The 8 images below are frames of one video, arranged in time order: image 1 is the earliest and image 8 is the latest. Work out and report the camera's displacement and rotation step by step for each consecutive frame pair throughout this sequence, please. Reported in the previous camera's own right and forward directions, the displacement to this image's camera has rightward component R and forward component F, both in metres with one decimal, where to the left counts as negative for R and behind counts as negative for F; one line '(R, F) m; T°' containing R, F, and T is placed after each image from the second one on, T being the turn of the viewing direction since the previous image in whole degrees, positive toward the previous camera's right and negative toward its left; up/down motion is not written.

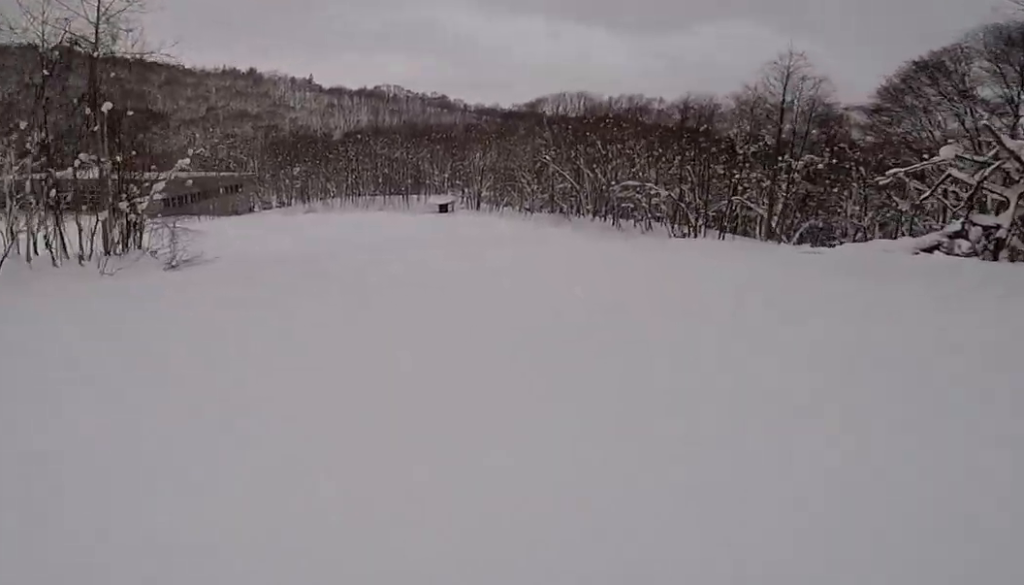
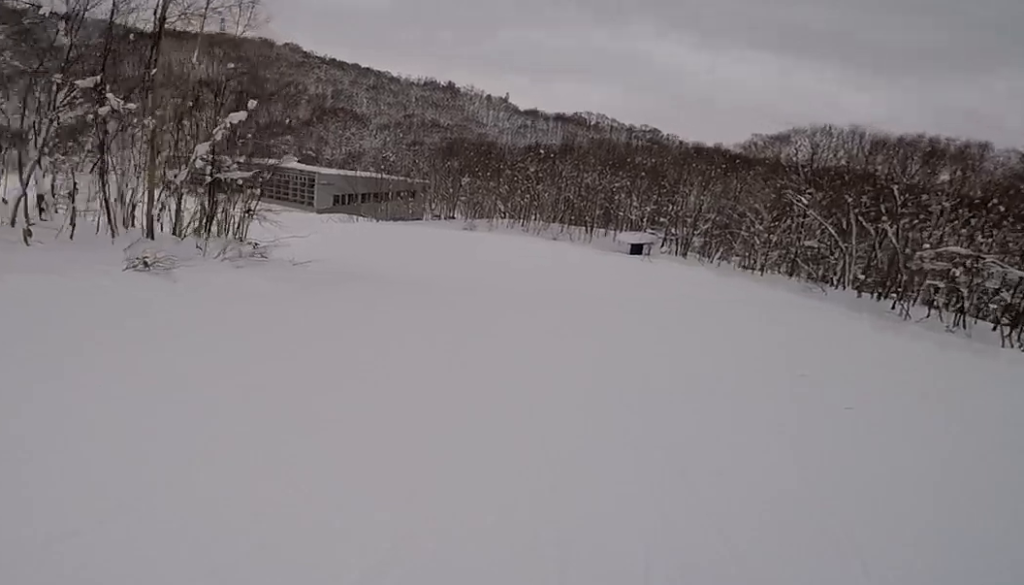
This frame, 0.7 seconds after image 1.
(-1.7, +8.2) m; -7°
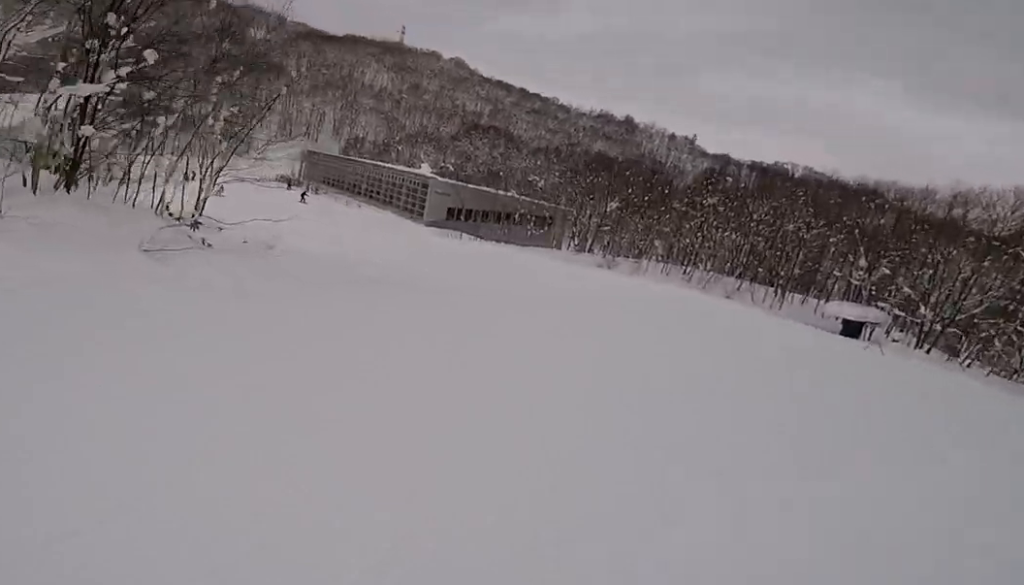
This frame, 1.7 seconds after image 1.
(-0.1, +11.4) m; -13°
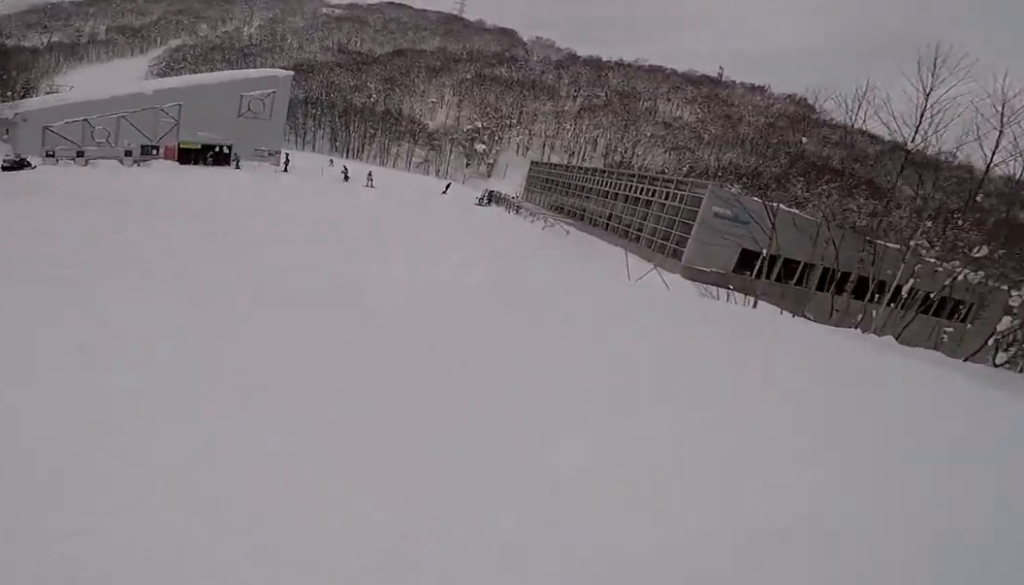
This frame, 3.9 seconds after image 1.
(-7.3, +22.5) m; -38°
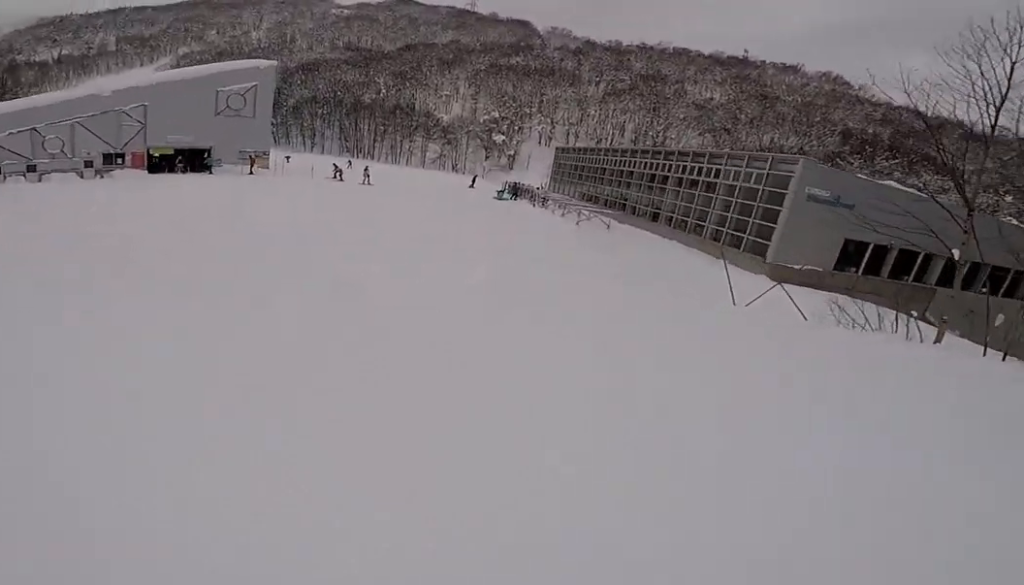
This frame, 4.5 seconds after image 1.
(-1.8, +6.2) m; -17°
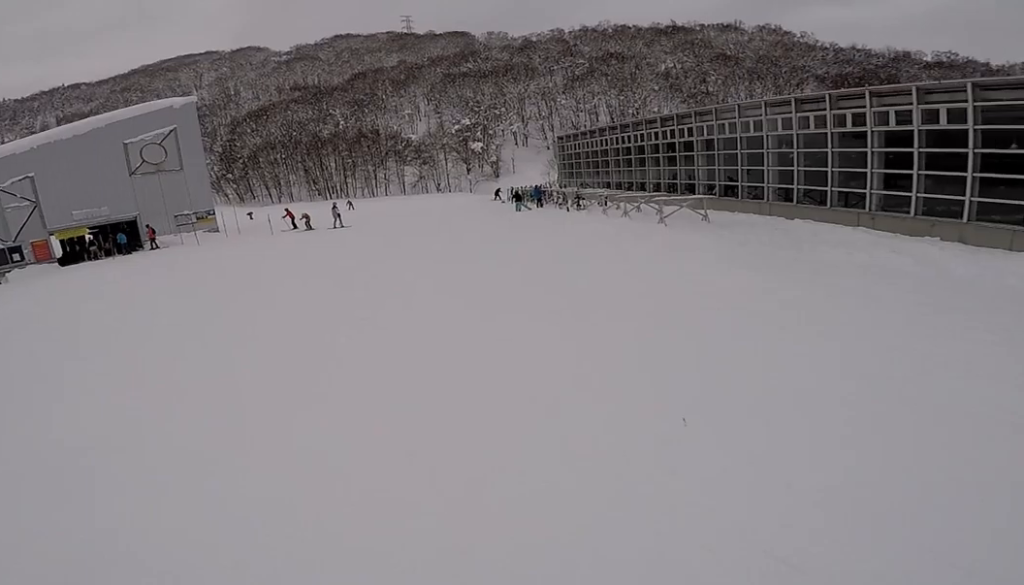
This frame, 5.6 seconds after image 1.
(-2.3, +9.9) m; -4°
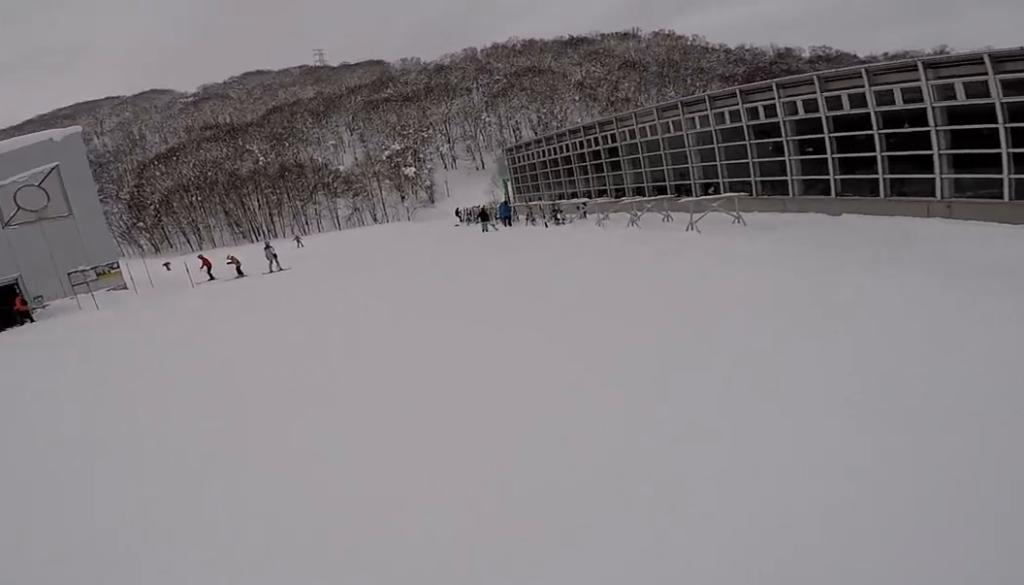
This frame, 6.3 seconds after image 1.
(+0.3, +4.8) m; +11°
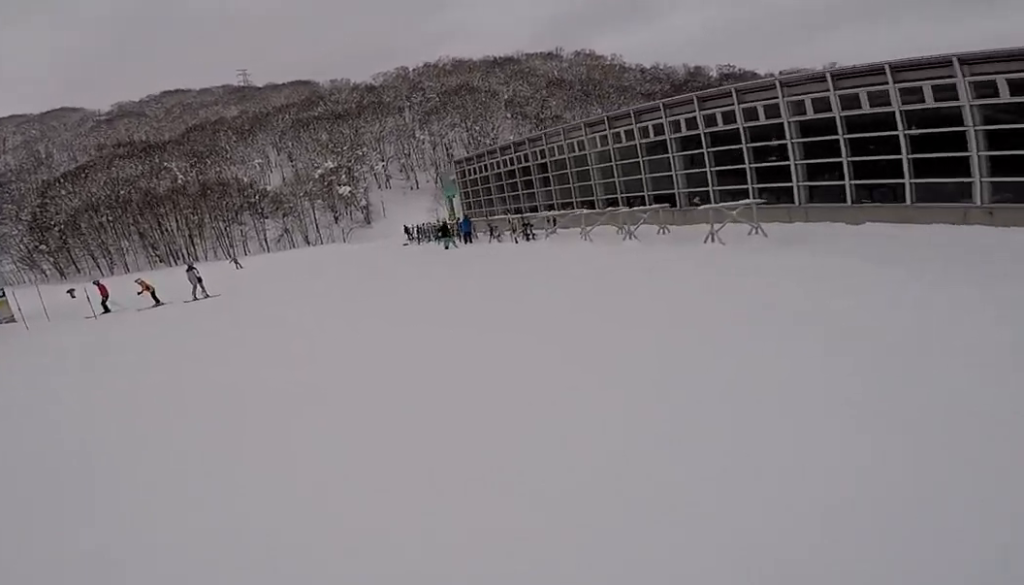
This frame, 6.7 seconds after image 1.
(+0.7, +3.4) m; +11°
